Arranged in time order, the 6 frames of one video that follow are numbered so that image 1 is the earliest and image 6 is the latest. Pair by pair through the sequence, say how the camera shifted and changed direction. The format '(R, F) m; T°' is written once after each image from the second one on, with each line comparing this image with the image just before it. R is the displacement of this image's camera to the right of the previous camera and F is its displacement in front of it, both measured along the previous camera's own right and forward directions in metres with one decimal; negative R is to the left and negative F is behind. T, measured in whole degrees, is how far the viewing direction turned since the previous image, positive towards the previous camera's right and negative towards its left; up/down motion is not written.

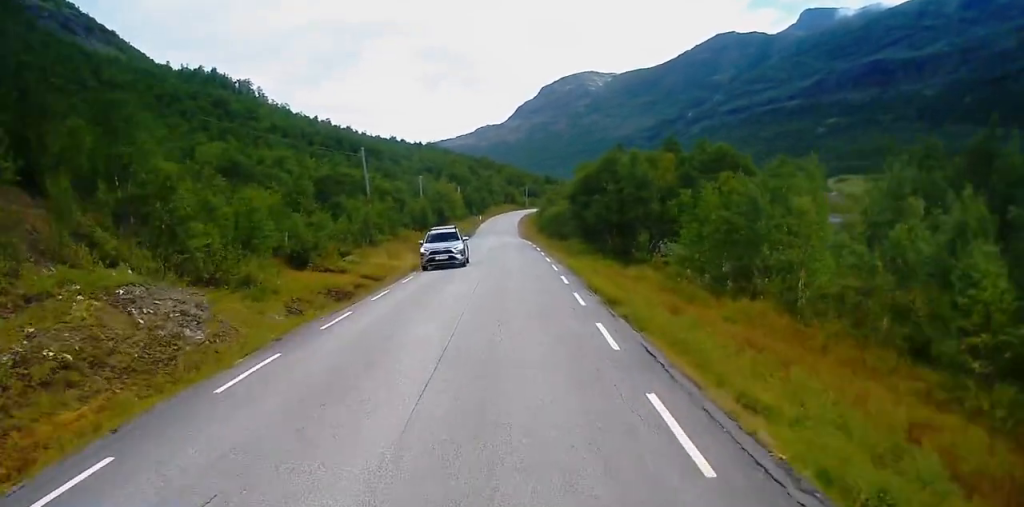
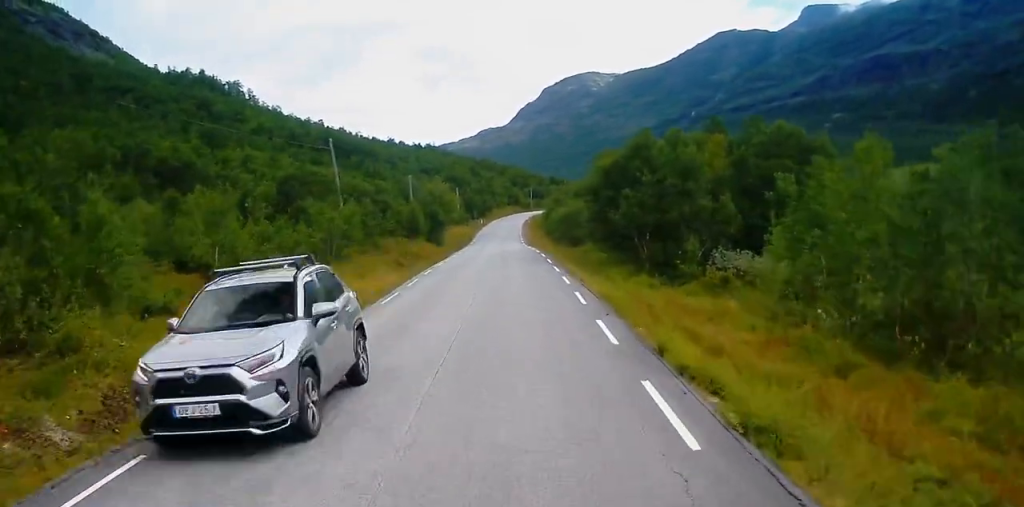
(+0.2, +11.3) m; -1°
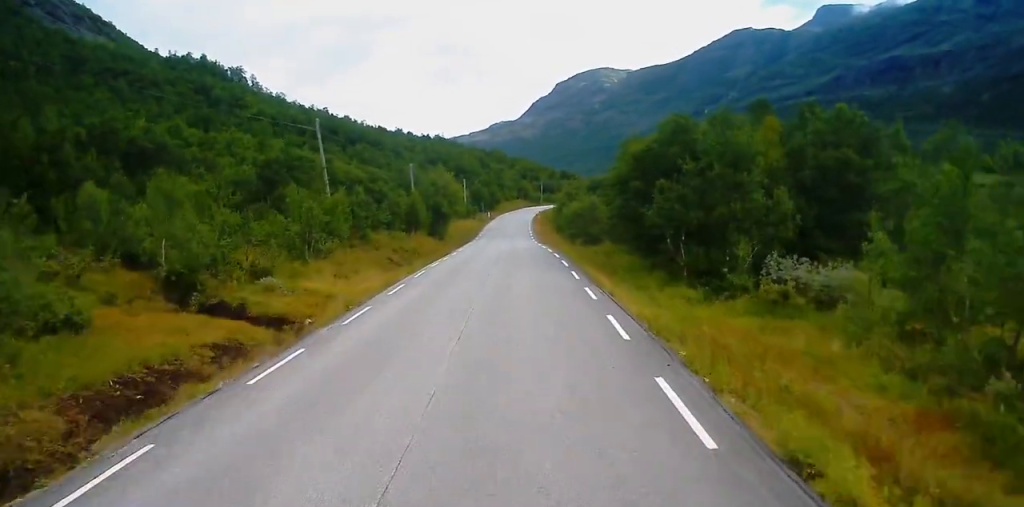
(-0.2, +6.1) m; -1°
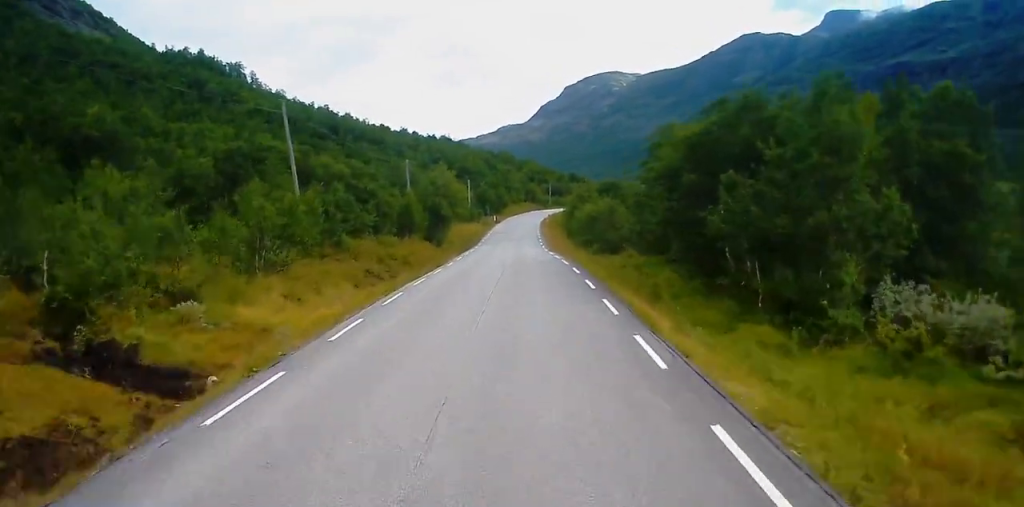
(-0.1, +8.2) m; -1°
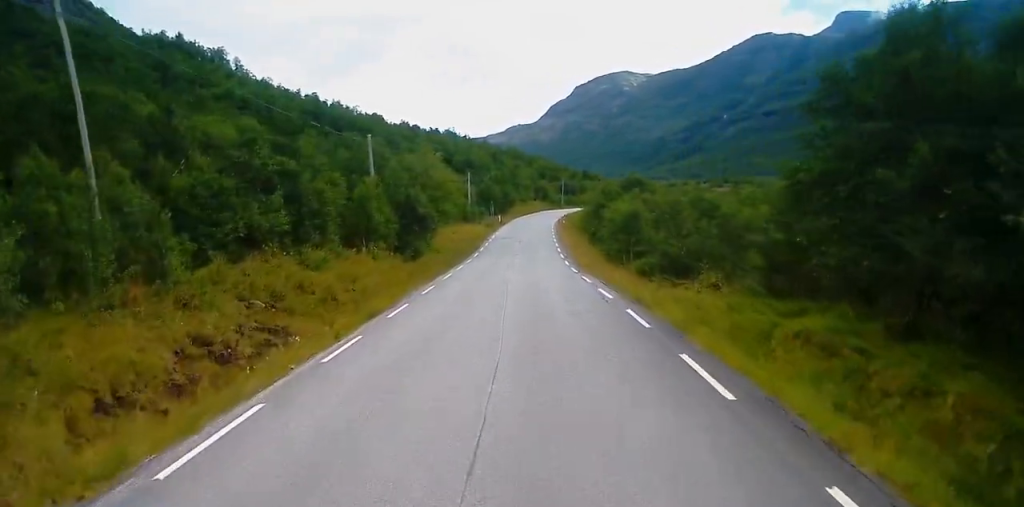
(-0.5, +20.1) m; -1°
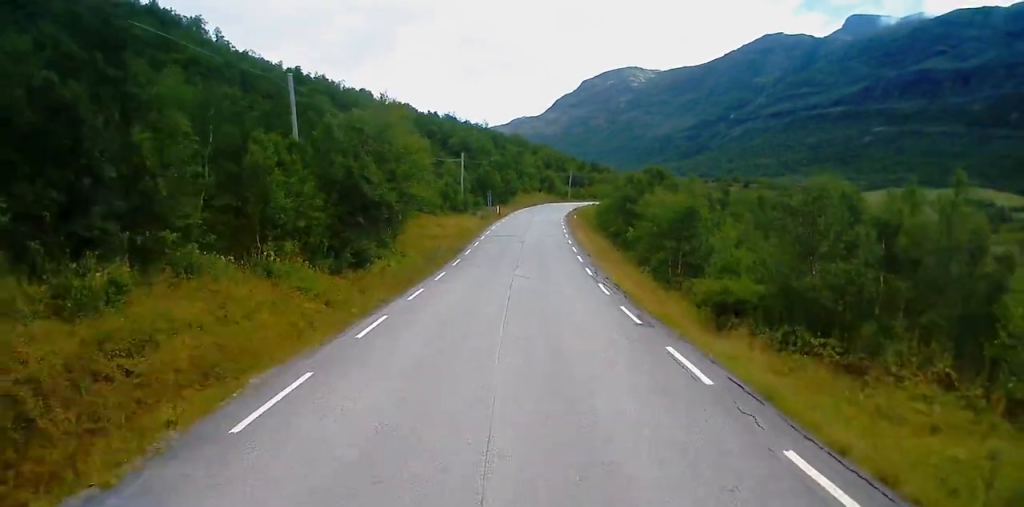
(+0.4, +16.9) m; +2°
